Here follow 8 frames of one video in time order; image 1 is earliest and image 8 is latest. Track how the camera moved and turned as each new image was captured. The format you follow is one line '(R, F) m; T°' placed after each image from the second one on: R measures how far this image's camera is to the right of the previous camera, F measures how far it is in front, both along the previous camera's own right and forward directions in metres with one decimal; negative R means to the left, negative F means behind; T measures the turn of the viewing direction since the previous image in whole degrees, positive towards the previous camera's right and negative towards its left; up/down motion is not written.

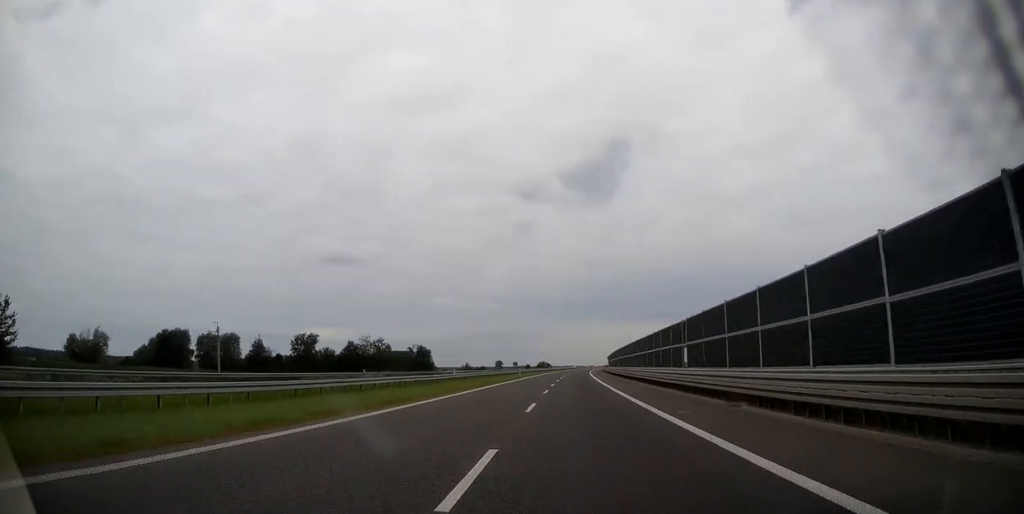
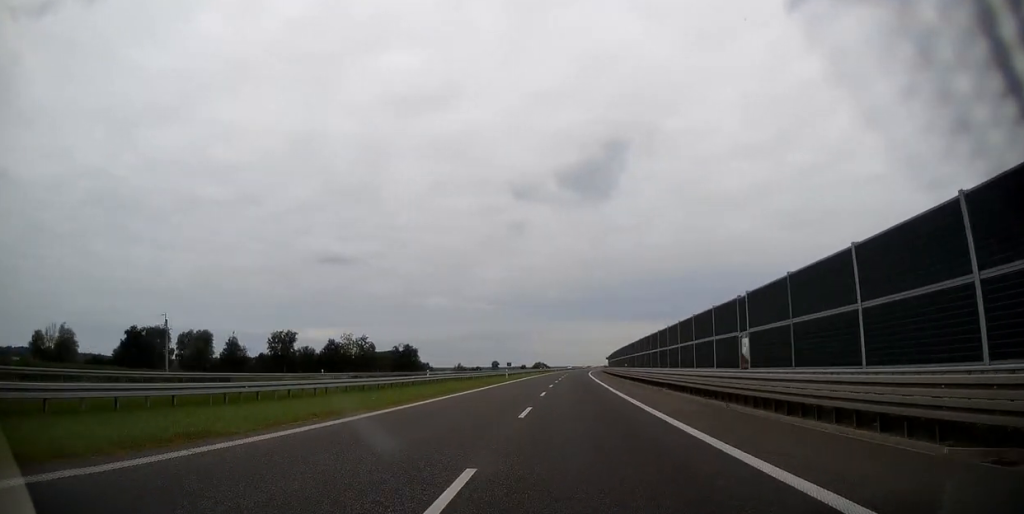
(+0.1, +13.9) m; 0°
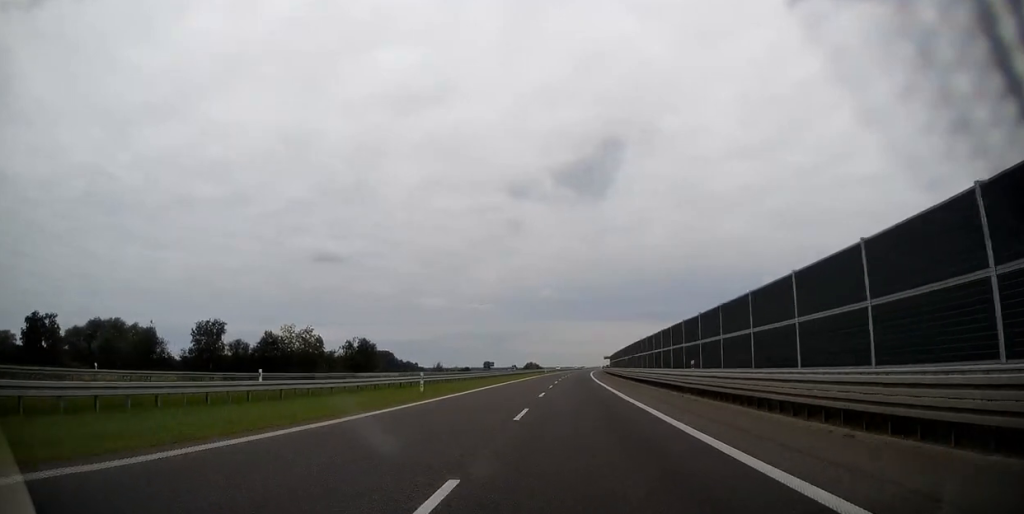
(+0.1, +37.0) m; 0°
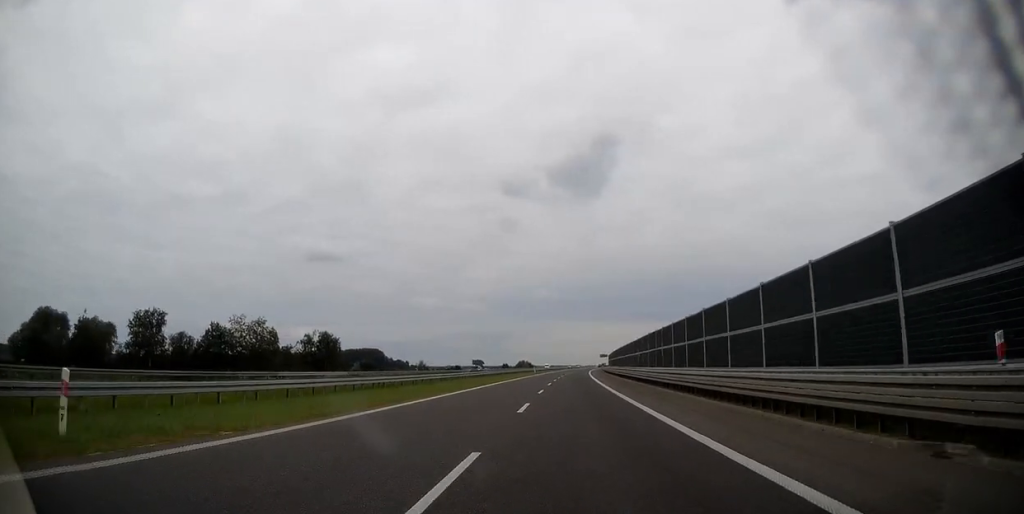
(+0.1, +21.9) m; 0°
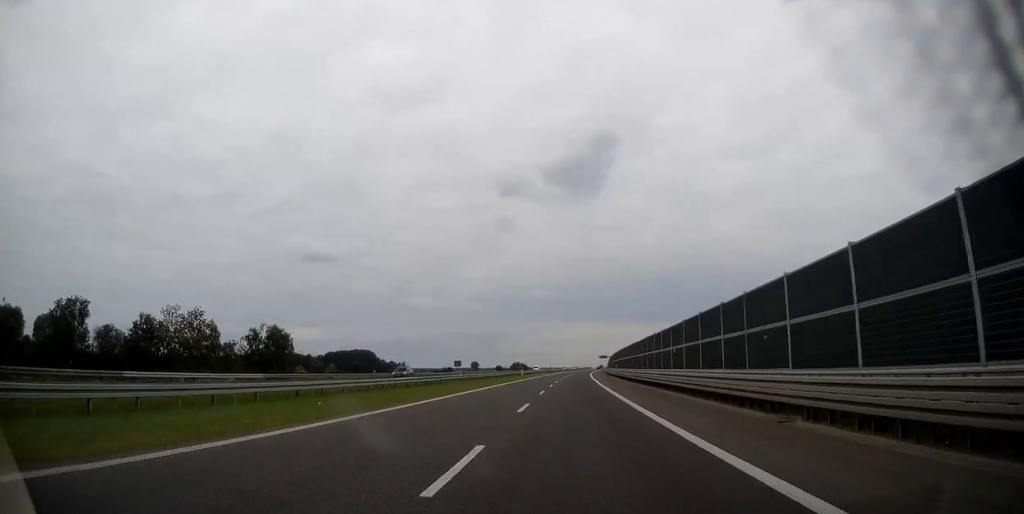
(+0.1, +23.1) m; 0°
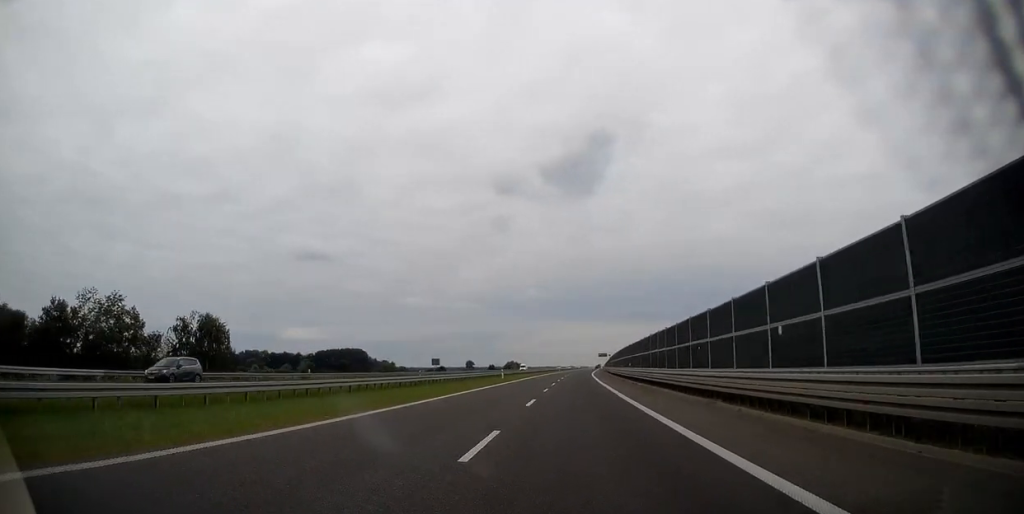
(0.0, +20.7) m; 0°
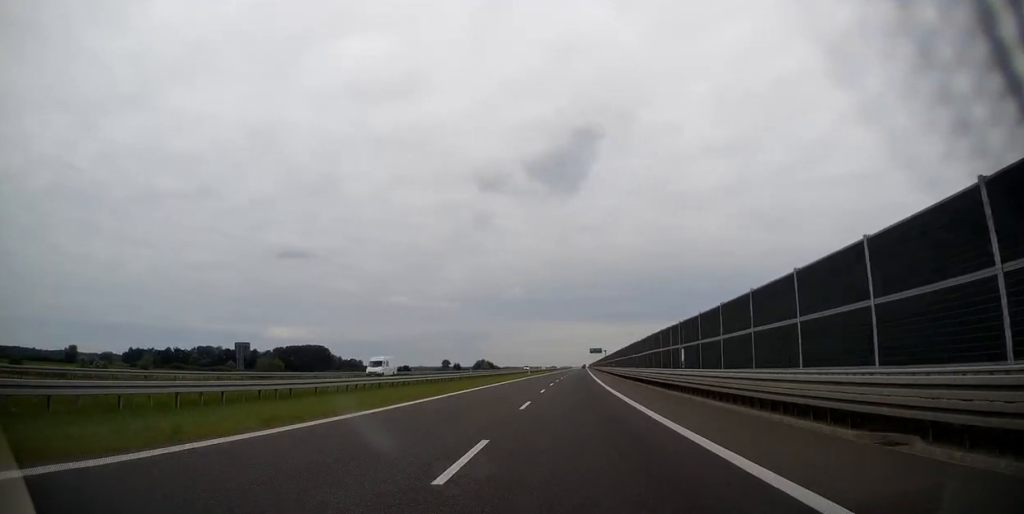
(+1.1, +74.0) m; +2°
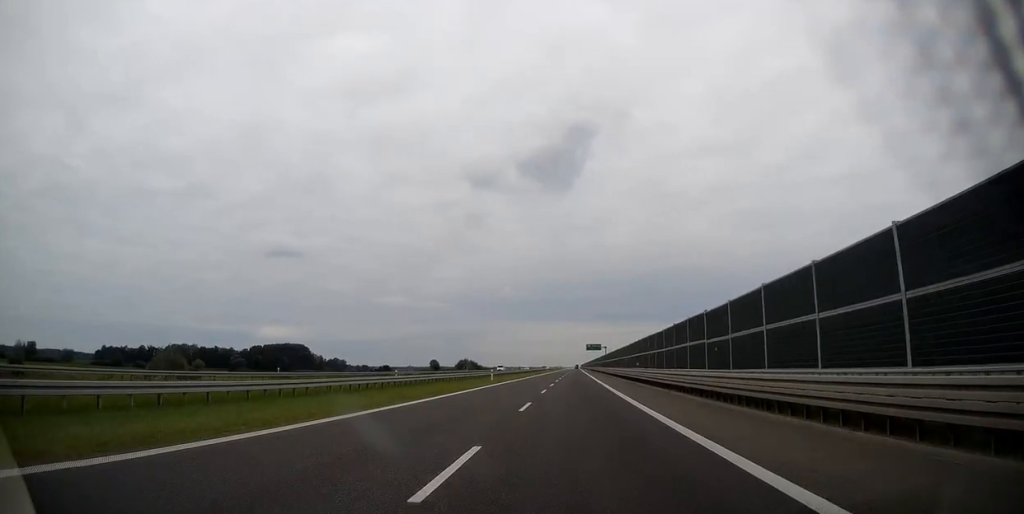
(+0.4, +37.0) m; +1°
